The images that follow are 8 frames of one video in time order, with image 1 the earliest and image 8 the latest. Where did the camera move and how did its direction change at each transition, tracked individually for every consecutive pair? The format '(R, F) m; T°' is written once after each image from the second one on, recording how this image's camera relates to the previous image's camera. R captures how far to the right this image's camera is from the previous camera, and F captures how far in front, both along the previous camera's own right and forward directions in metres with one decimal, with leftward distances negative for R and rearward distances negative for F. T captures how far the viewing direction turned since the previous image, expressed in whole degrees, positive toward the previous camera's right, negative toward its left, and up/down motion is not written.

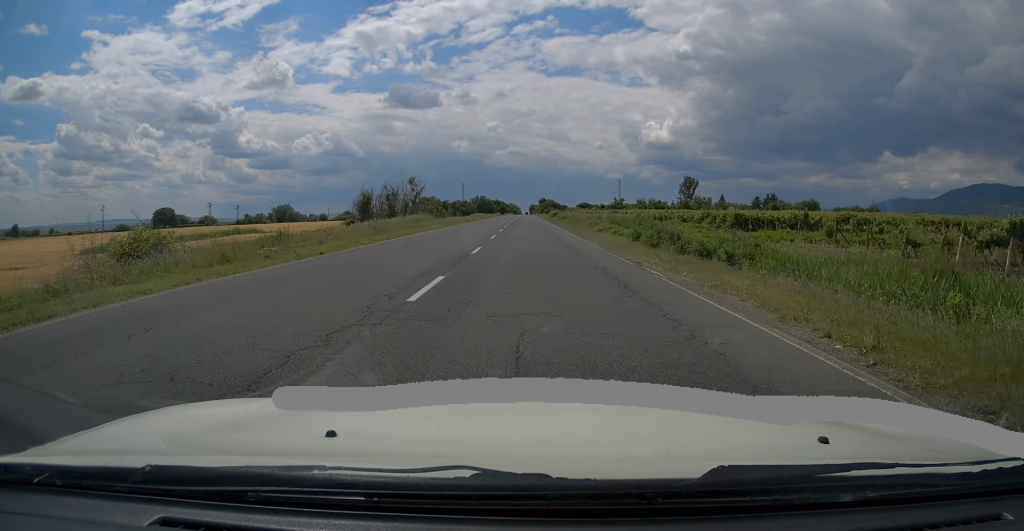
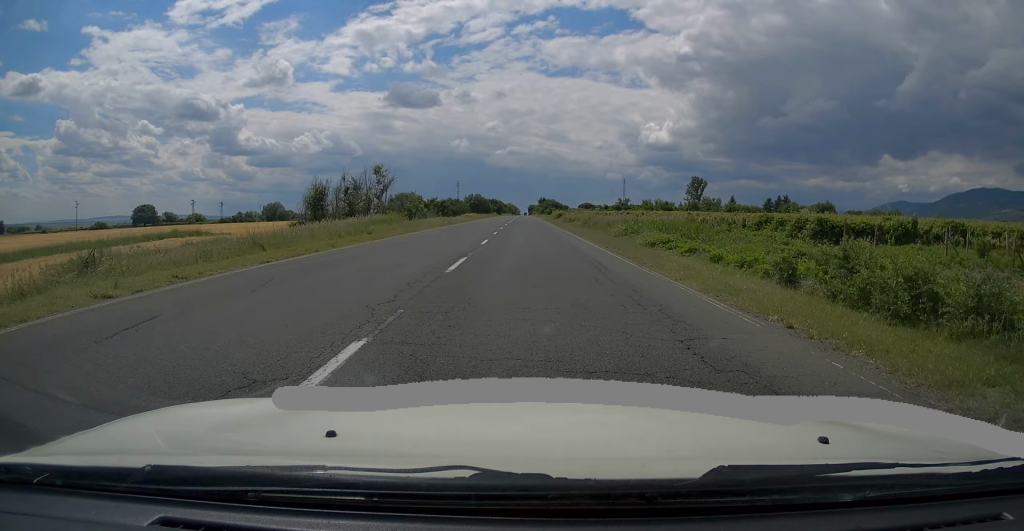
(0.0, +14.6) m; 0°
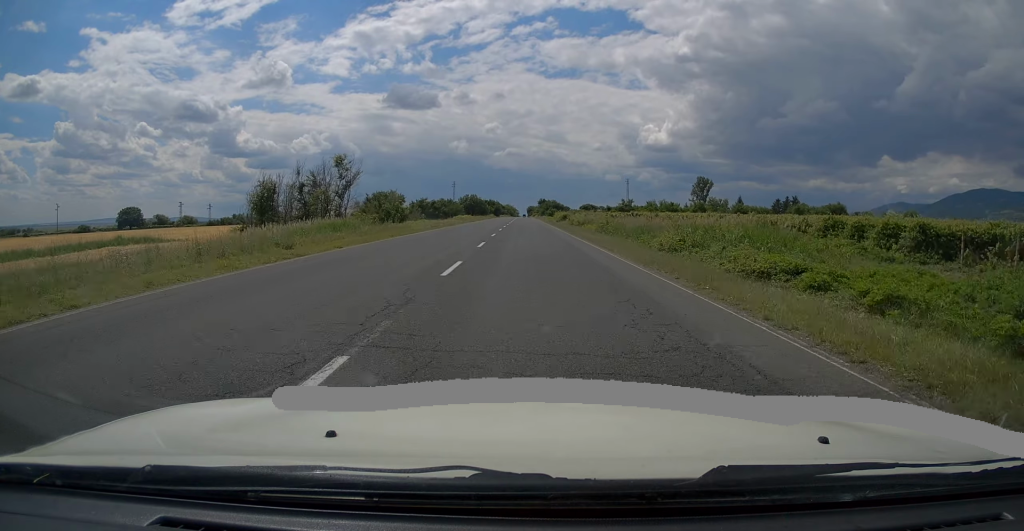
(+0.2, +10.0) m; 0°
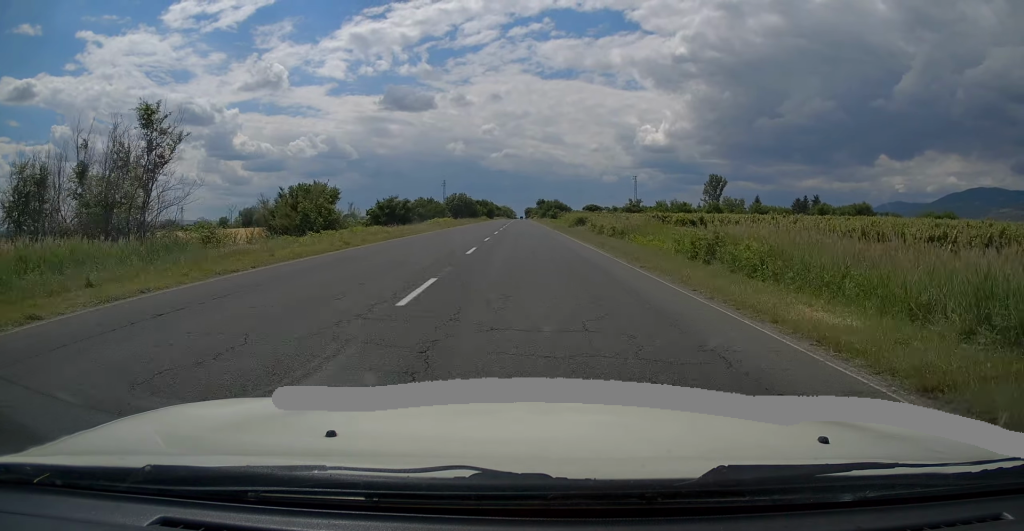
(-0.2, +20.8) m; 0°
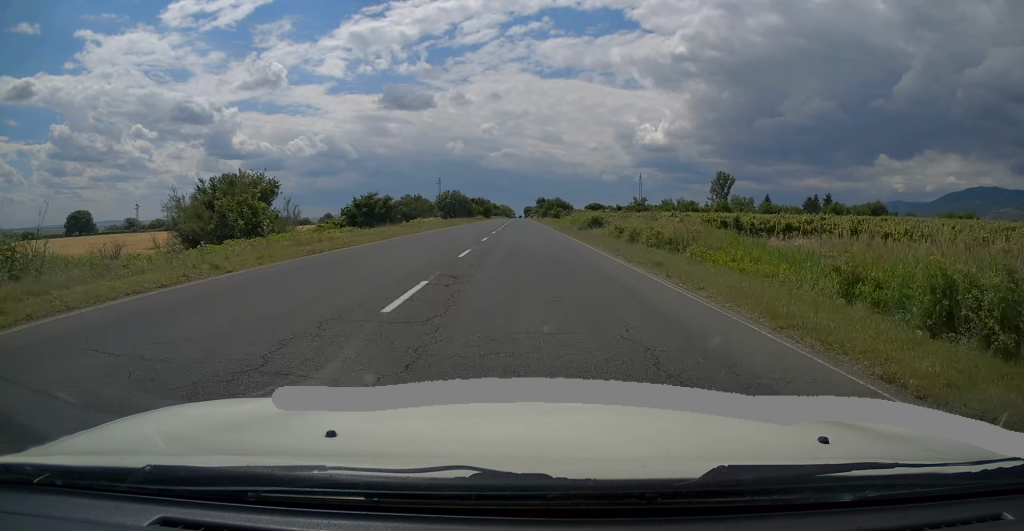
(-0.2, +10.0) m; 0°
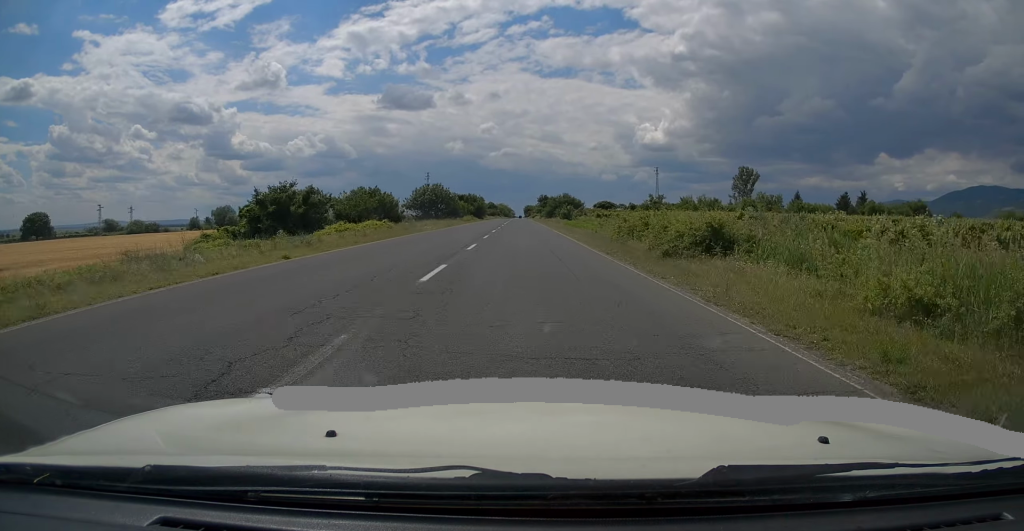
(+0.5, +23.9) m; 0°
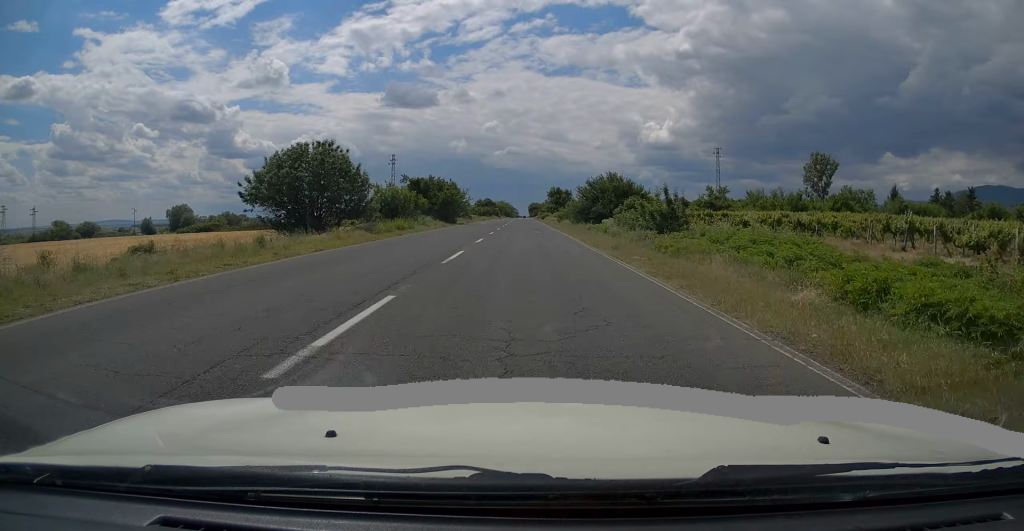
(-0.1, +50.8) m; 0°
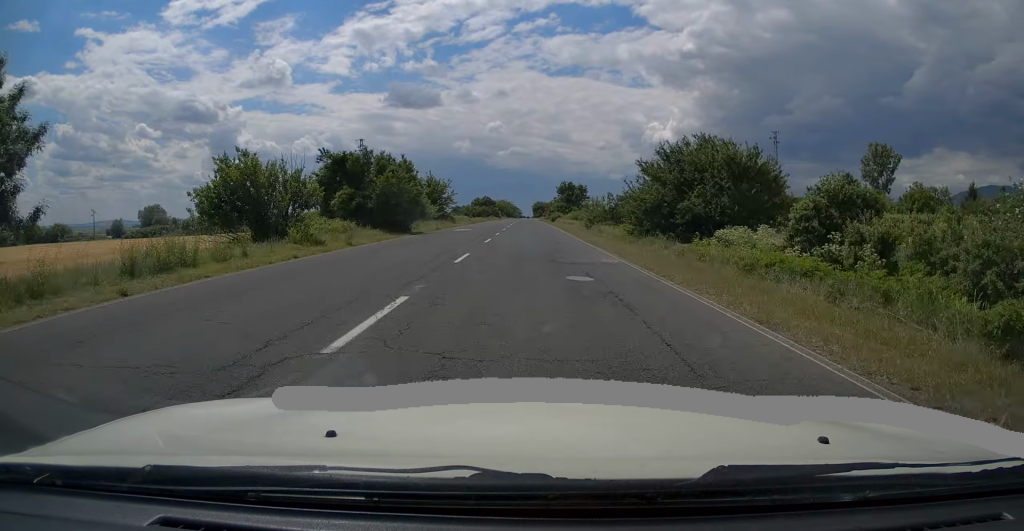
(-0.4, +26.8) m; -1°
